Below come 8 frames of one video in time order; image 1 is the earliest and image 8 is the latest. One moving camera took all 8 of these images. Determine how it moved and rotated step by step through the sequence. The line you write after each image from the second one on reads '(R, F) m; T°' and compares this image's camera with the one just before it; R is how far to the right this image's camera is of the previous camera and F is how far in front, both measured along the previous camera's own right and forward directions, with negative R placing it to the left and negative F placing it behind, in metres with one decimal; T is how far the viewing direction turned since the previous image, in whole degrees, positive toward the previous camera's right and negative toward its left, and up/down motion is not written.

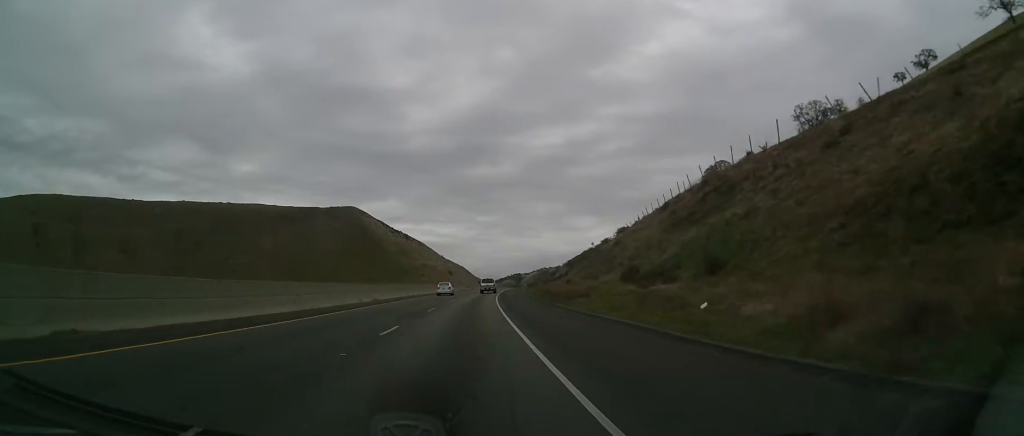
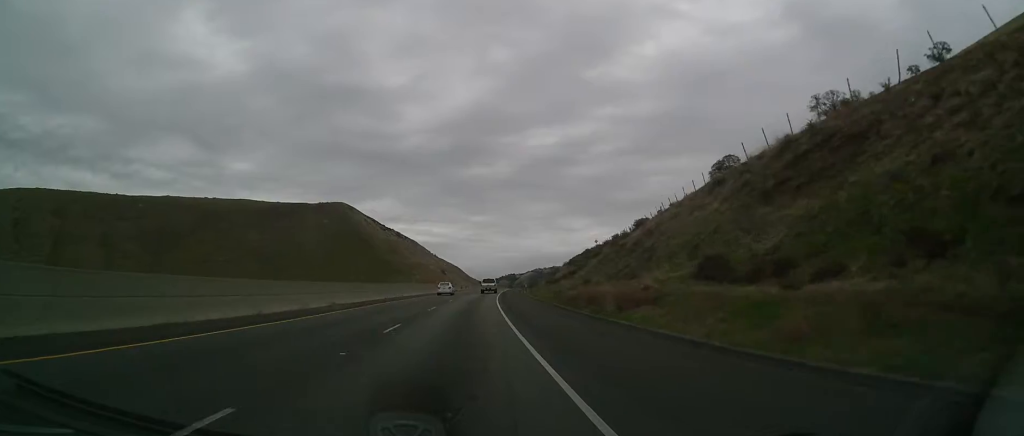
(-0.2, +13.6) m; +1°
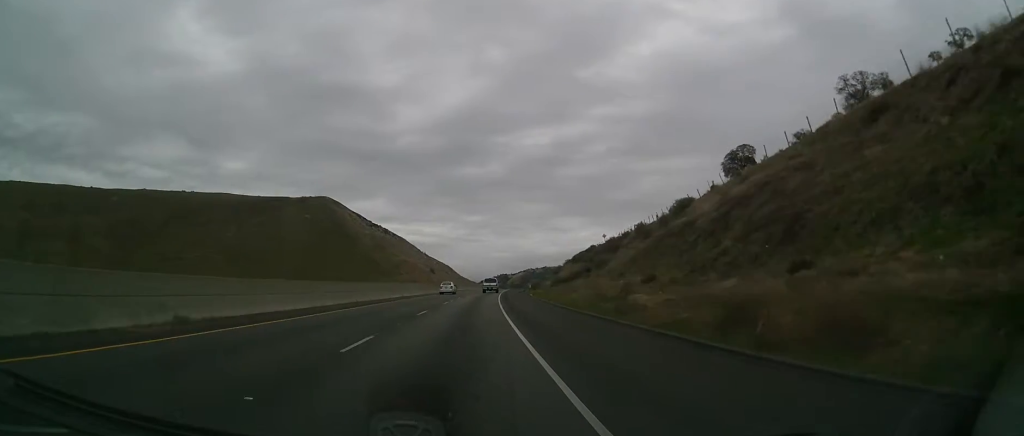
(+0.4, +19.8) m; +1°
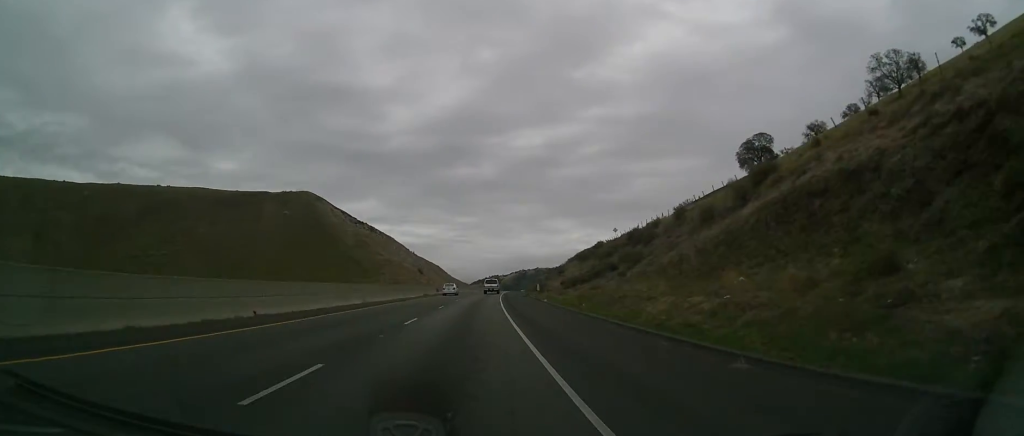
(+0.2, +19.8) m; +1°
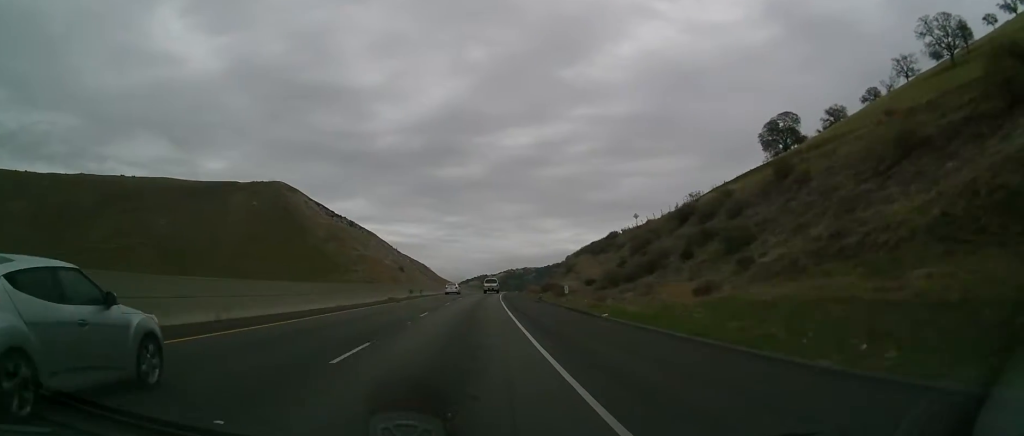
(0.0, +25.2) m; 0°
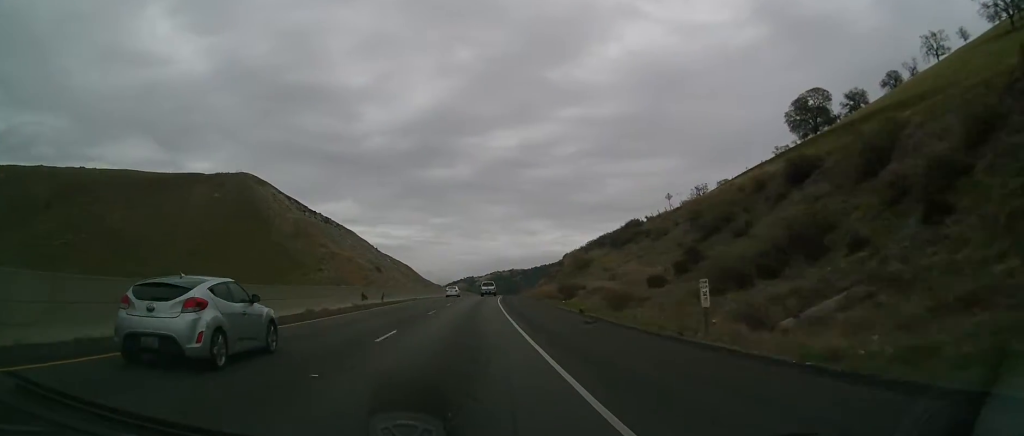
(+0.1, +24.3) m; +1°
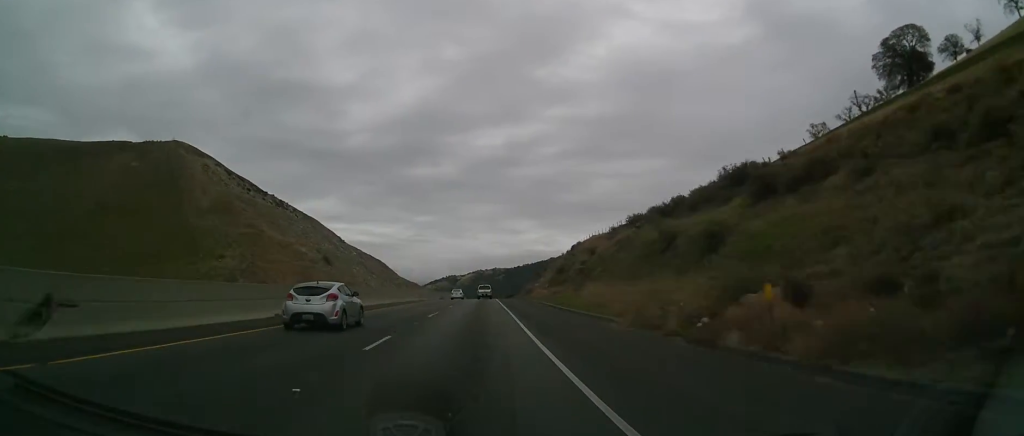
(+0.8, +45.4) m; +2°
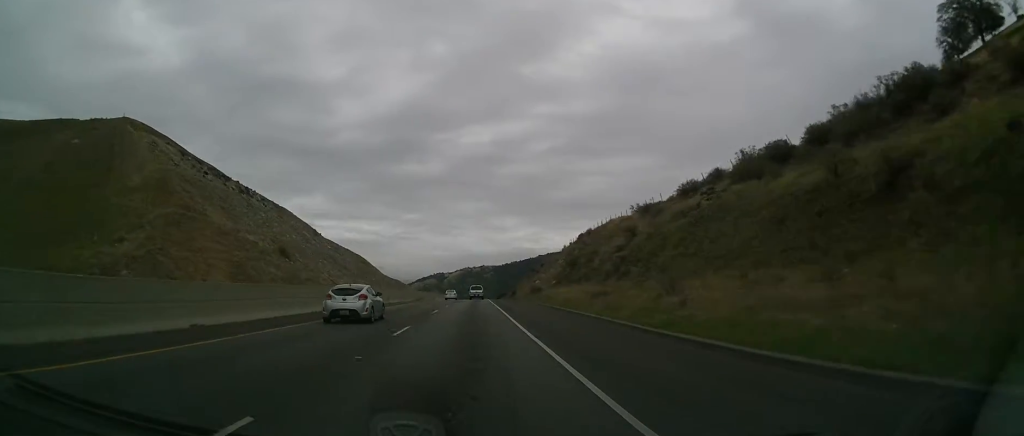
(+0.3, +24.7) m; +1°
